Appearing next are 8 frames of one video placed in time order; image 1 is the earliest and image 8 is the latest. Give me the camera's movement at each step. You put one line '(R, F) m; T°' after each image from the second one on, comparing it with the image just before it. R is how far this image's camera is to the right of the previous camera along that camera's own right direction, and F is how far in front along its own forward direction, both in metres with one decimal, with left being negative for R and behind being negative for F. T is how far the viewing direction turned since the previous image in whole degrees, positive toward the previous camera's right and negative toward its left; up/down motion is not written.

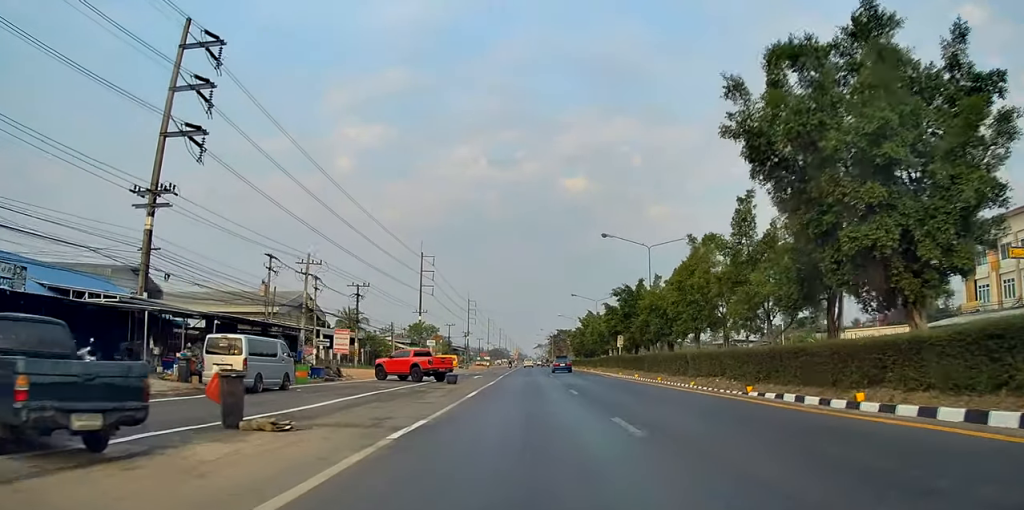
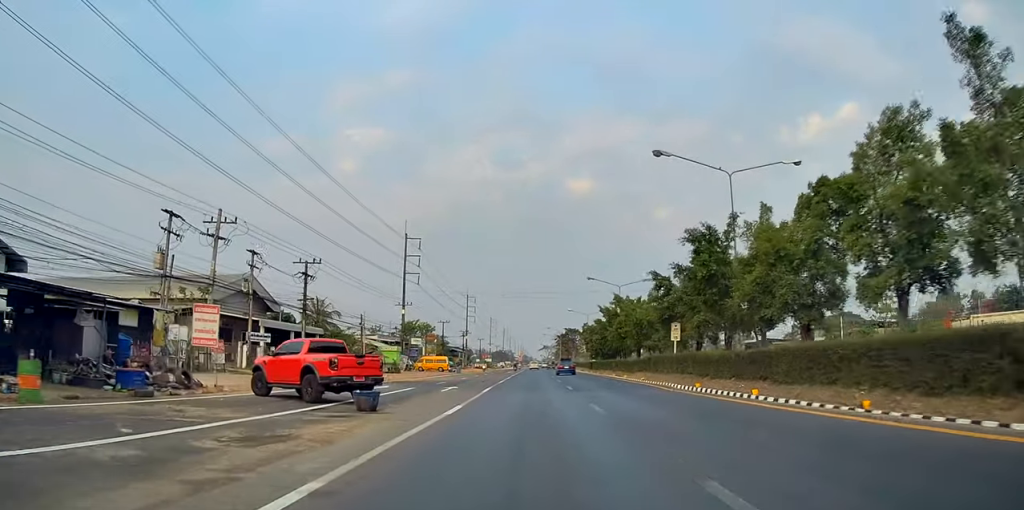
(+0.1, +18.5) m; 0°
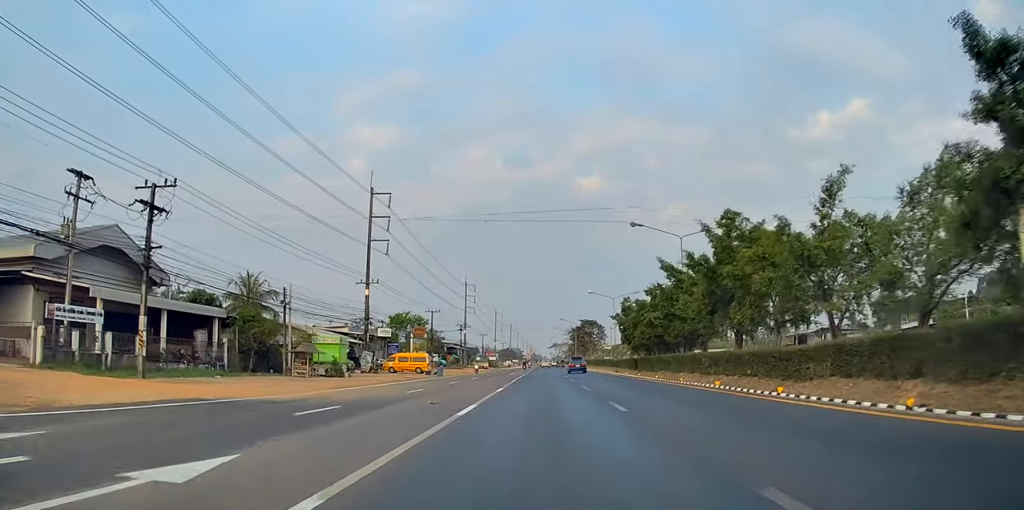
(-0.1, +25.2) m; 0°
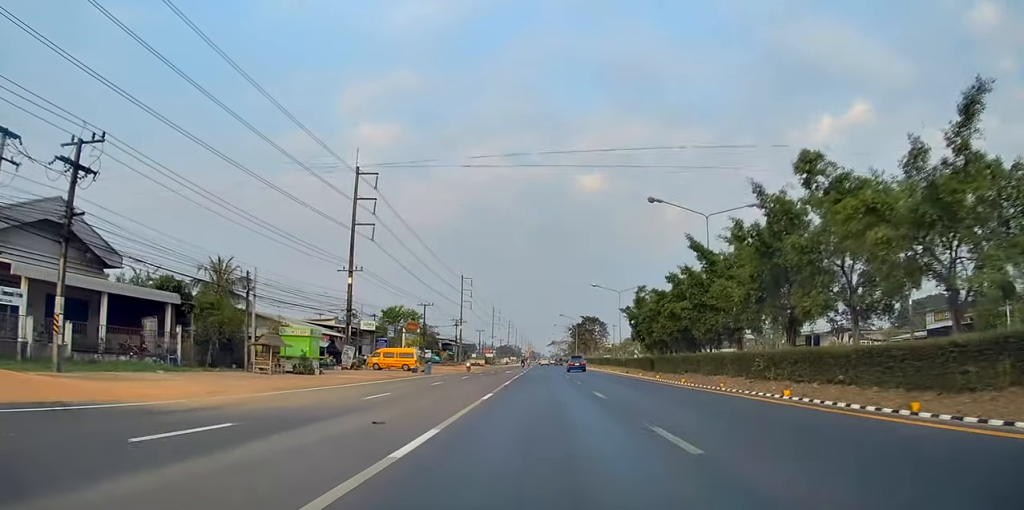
(0.0, +6.3) m; 0°
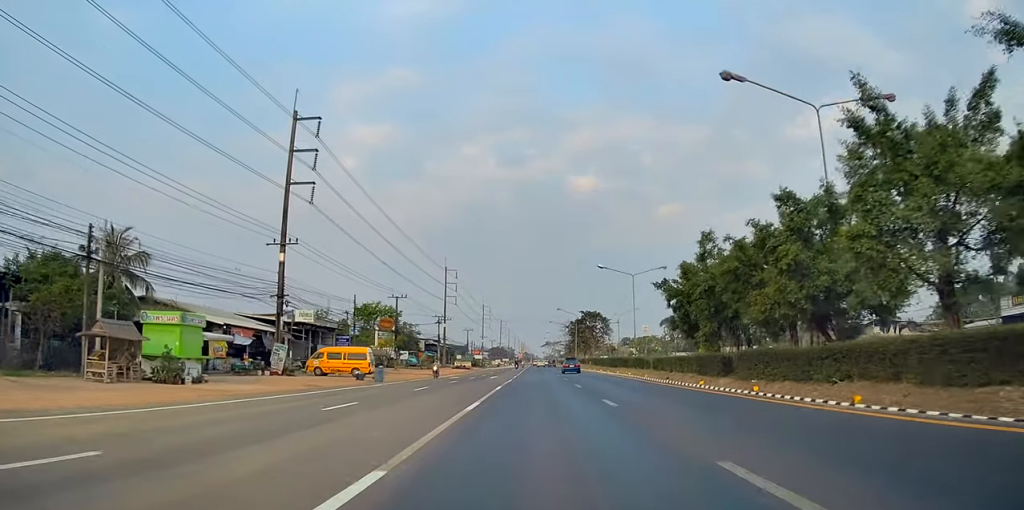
(+0.1, +15.4) m; 0°
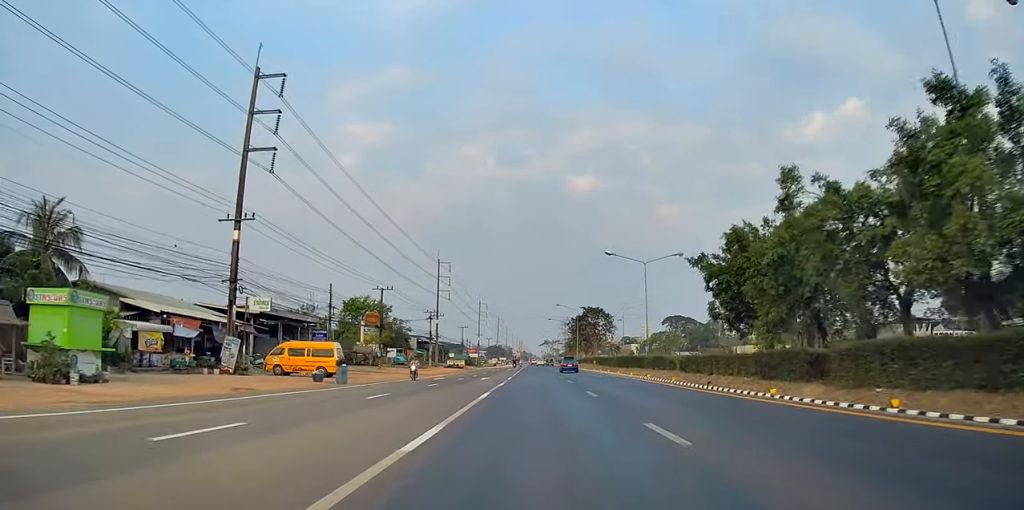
(0.0, +7.4) m; 0°
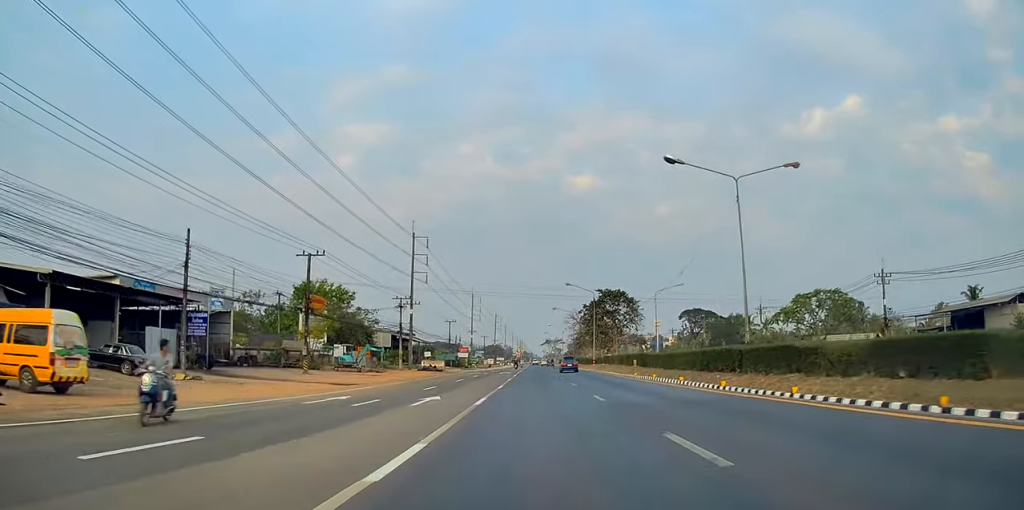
(-0.2, +25.5) m; 0°
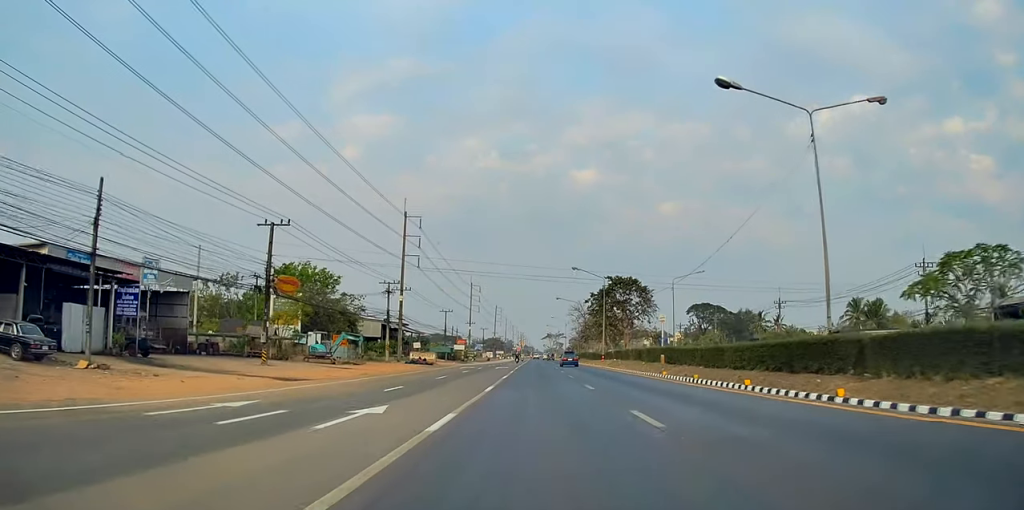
(0.0, +8.5) m; 0°
